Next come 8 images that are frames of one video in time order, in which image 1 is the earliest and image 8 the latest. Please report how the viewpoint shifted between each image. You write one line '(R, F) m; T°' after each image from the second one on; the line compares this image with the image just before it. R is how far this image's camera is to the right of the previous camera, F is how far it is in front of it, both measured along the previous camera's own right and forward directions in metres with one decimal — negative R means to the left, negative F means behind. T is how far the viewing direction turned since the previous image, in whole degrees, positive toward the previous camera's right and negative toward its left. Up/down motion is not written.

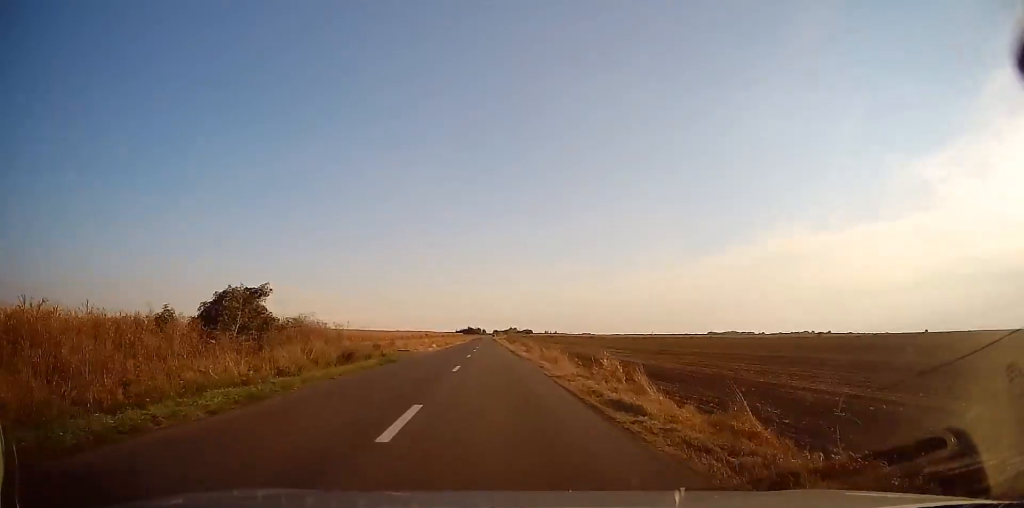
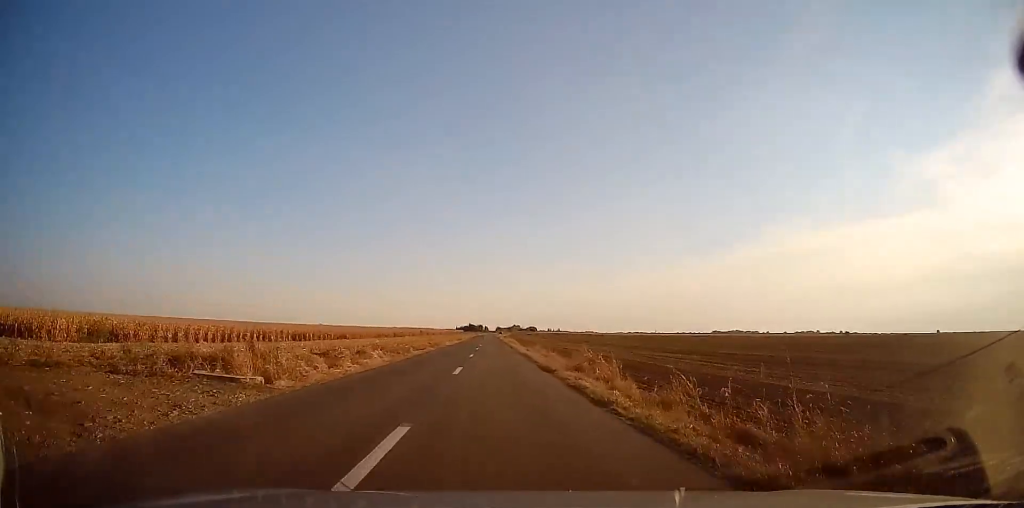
(+0.2, +25.8) m; 0°
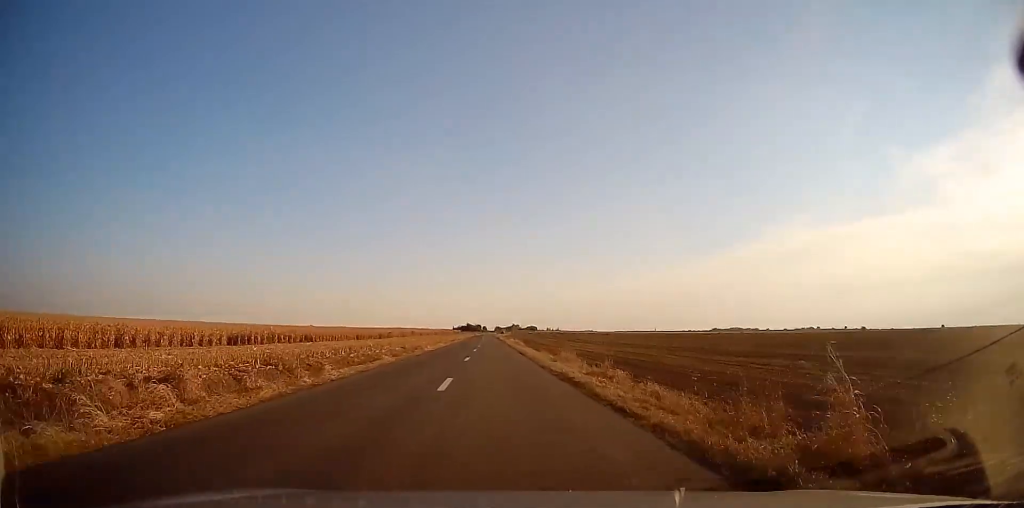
(-0.1, +16.8) m; 0°
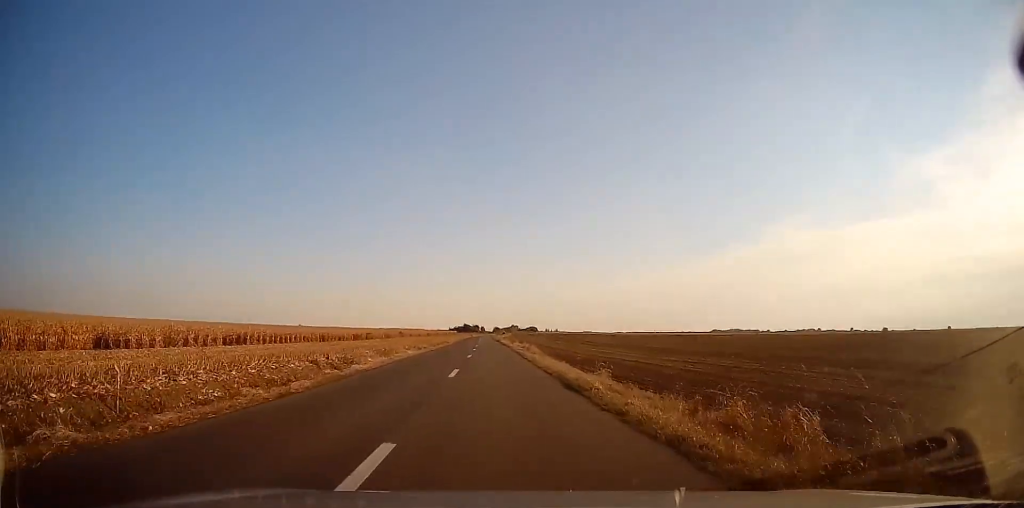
(-0.1, +20.3) m; 0°
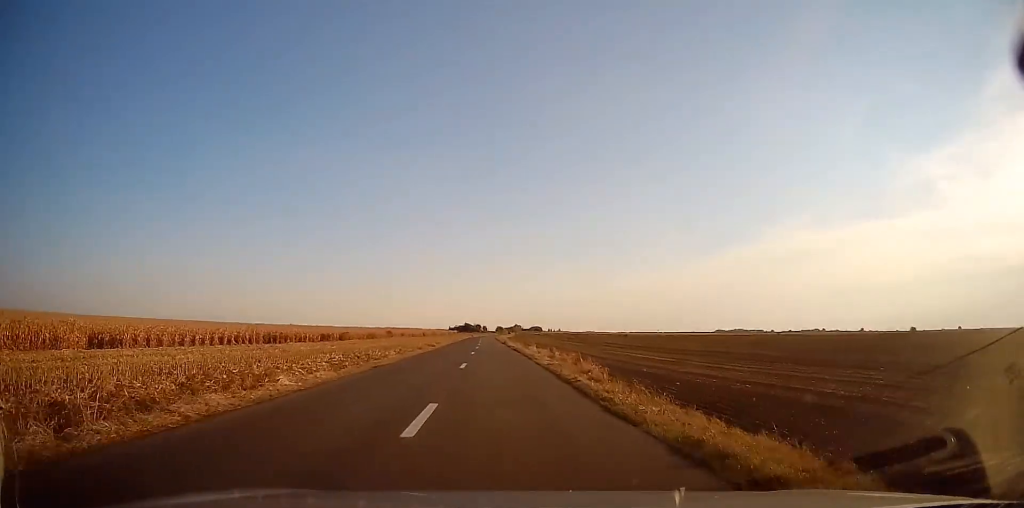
(0.0, +20.3) m; 0°
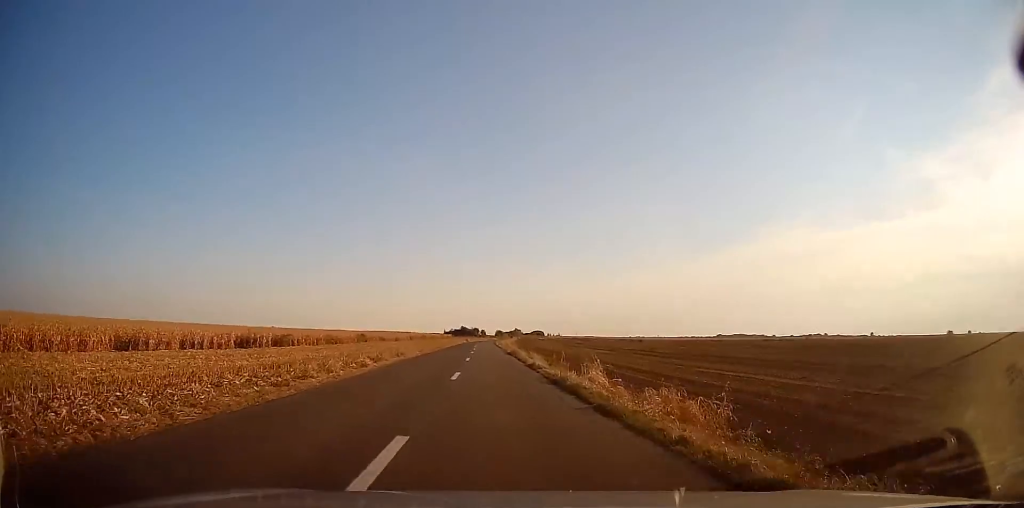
(-0.1, +27.0) m; 0°
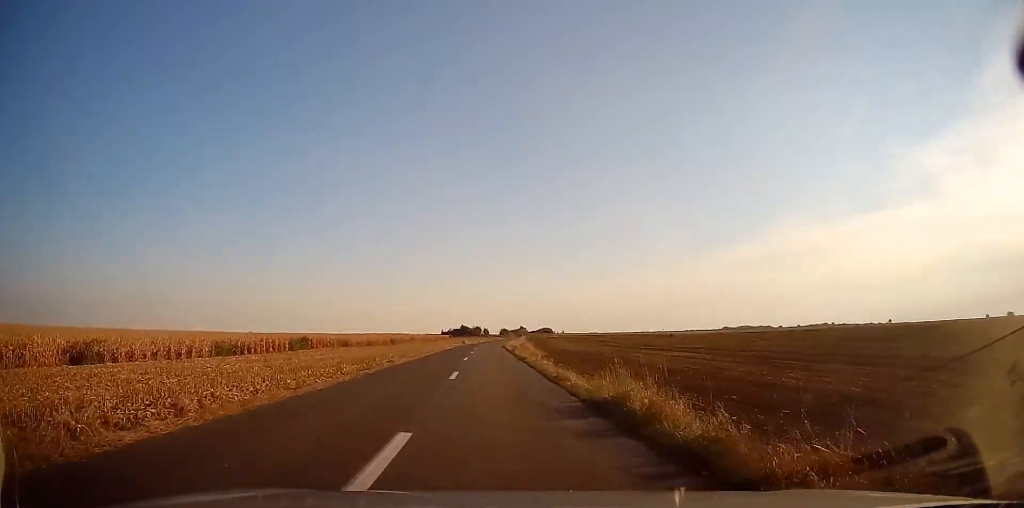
(+0.1, +35.6) m; 0°
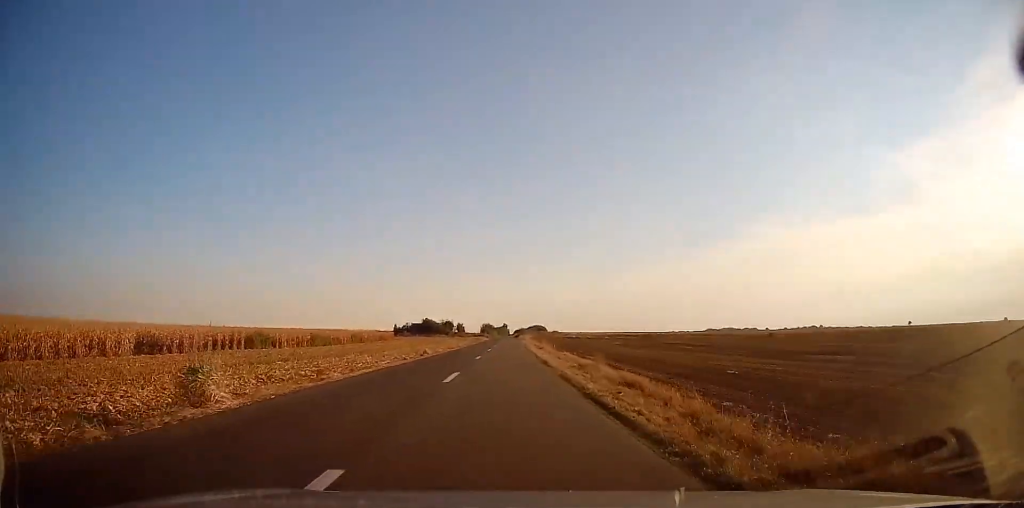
(0.0, +86.4) m; +2°
